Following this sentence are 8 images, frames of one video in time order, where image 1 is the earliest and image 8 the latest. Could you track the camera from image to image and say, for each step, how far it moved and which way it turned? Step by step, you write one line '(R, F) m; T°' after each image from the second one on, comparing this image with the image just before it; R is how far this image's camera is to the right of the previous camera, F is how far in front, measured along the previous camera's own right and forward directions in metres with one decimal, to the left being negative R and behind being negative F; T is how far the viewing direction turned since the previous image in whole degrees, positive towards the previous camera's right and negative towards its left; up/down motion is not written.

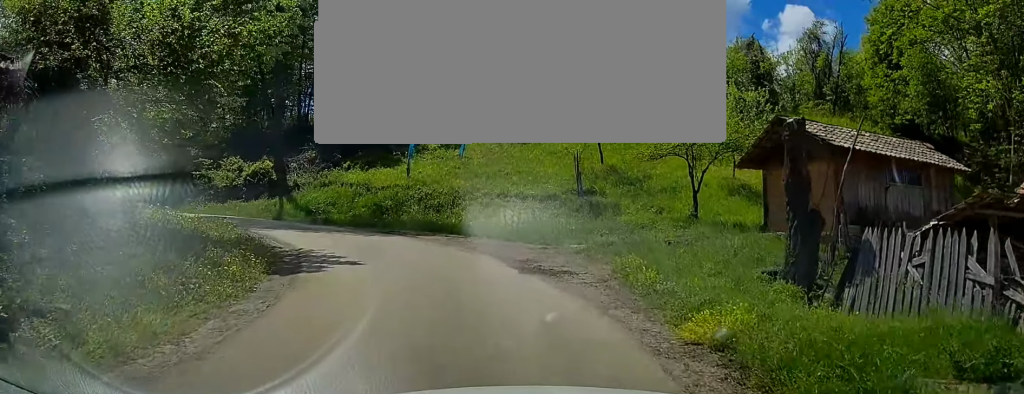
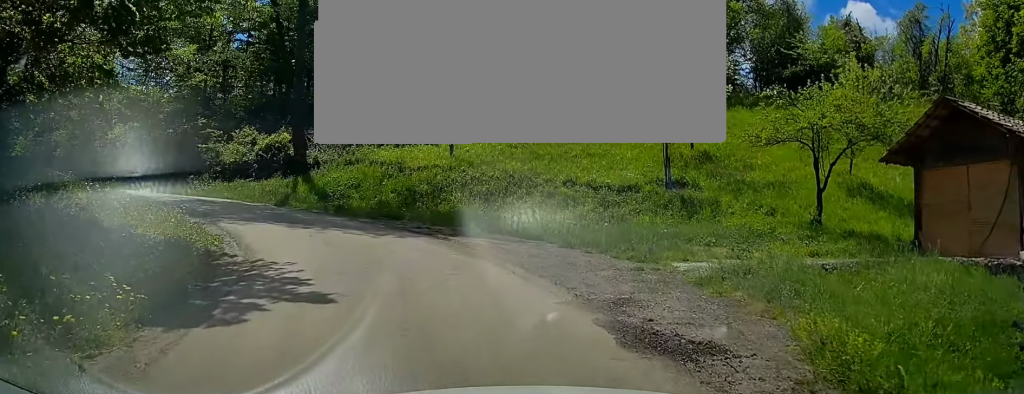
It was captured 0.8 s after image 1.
(+0.4, +5.1) m; -7°
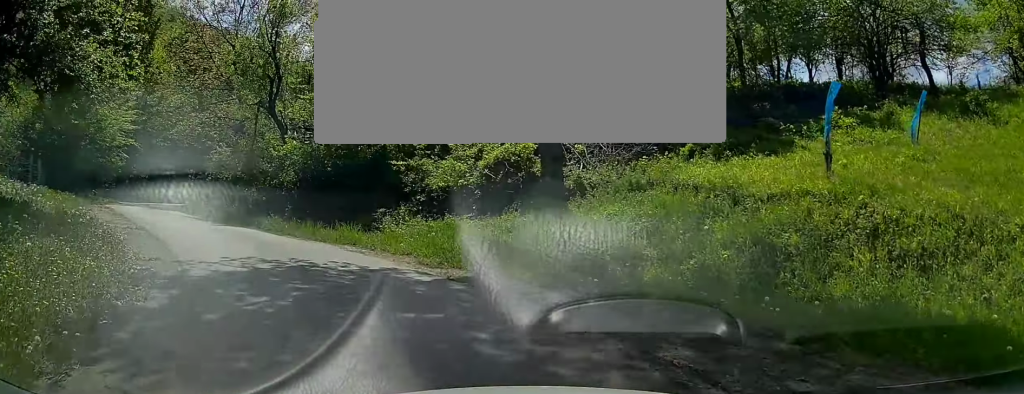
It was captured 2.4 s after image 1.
(-3.3, +8.3) m; -36°
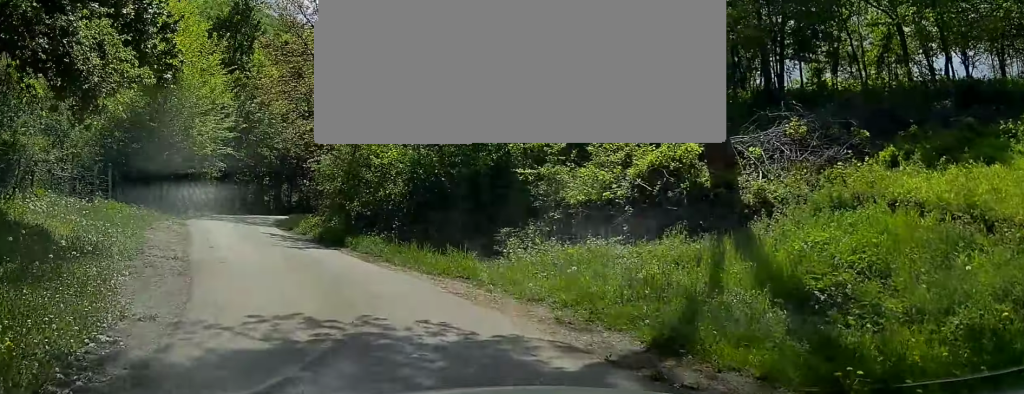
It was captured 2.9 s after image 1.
(-0.2, +3.3) m; -4°
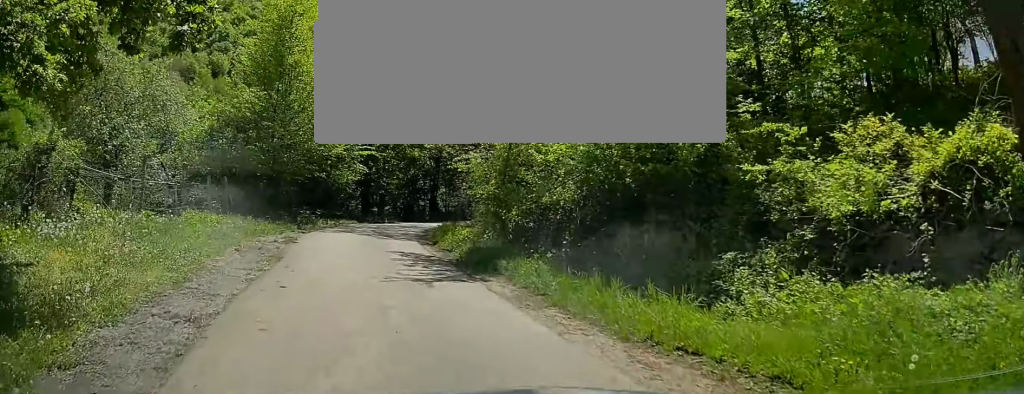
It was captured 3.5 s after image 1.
(0.0, +4.4) m; 0°
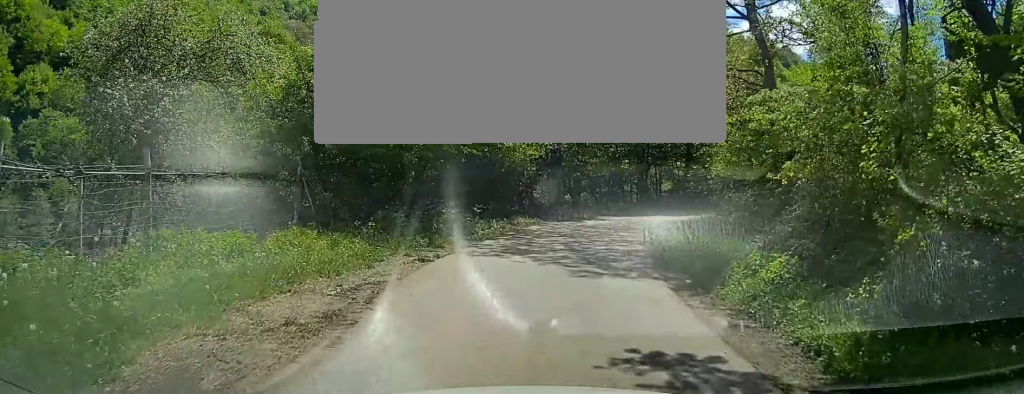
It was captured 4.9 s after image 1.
(-0.8, +10.3) m; -13°
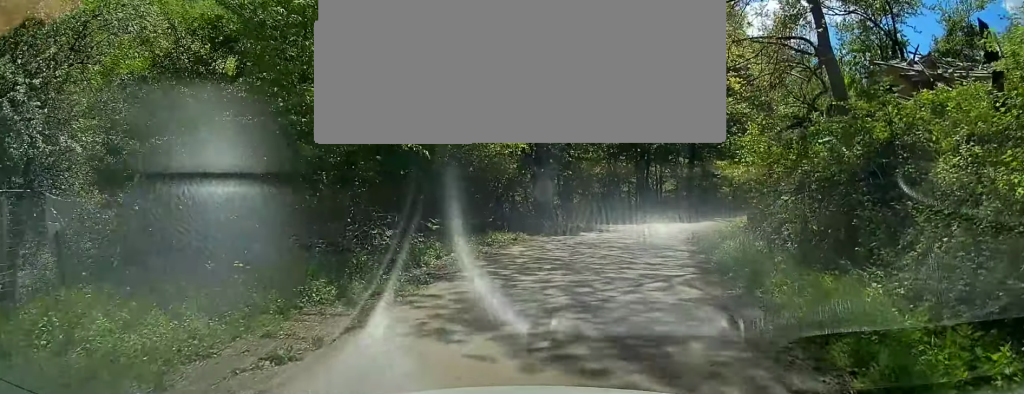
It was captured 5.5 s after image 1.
(-0.6, +5.3) m; -6°
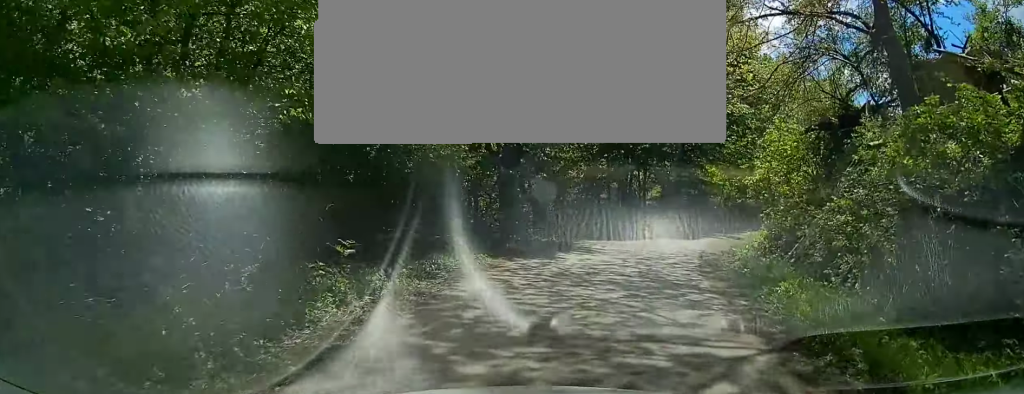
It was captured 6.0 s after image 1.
(0.0, +4.0) m; +2°
